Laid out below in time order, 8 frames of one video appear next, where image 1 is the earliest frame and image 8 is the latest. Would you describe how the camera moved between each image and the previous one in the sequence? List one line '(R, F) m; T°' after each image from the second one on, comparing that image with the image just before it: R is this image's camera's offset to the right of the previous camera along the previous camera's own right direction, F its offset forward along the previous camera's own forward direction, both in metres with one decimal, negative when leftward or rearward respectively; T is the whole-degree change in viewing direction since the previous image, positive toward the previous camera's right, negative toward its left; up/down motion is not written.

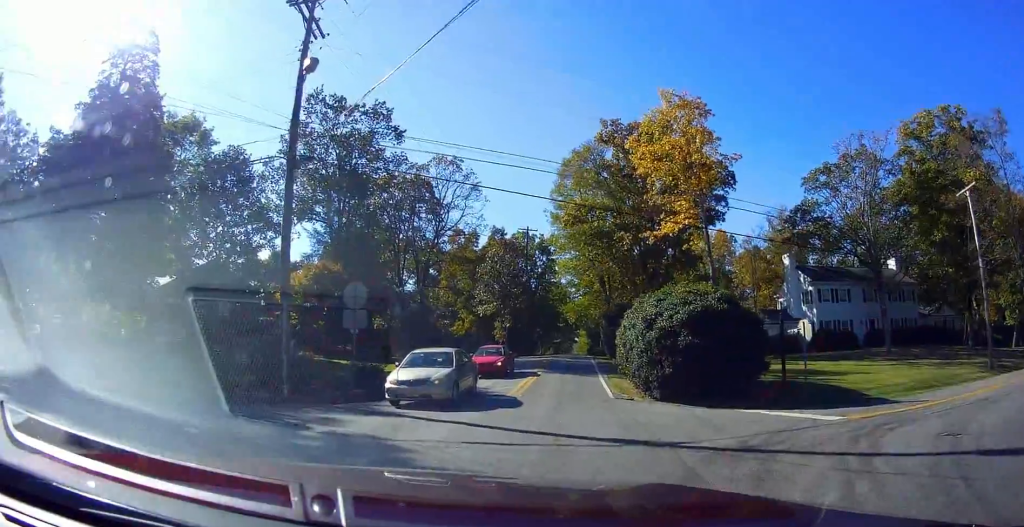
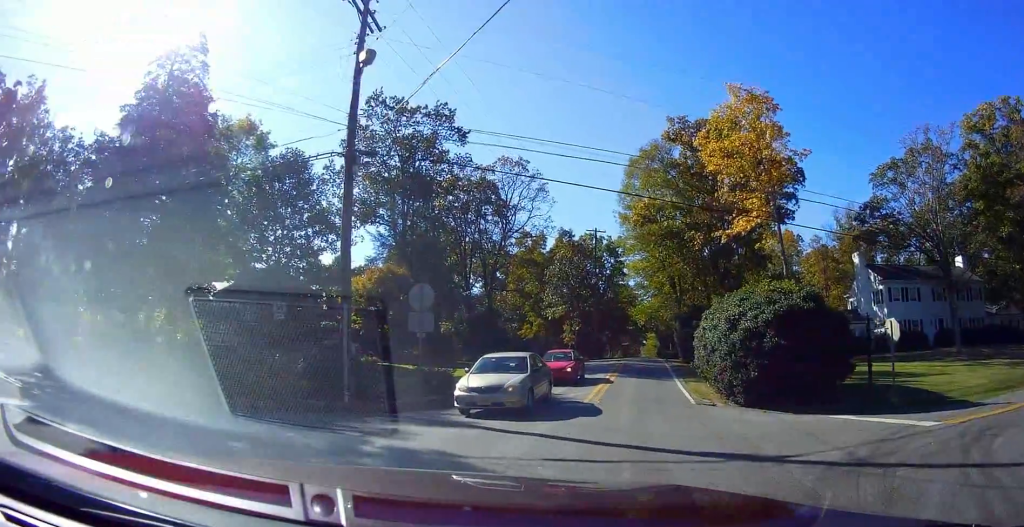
(-0.3, +2.0) m; -8°
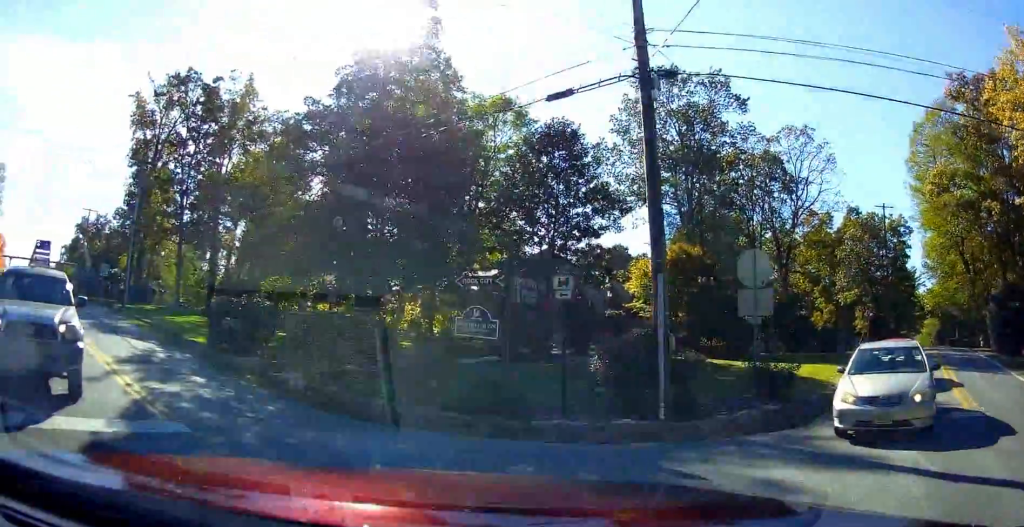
(-1.2, +6.5) m; -25°
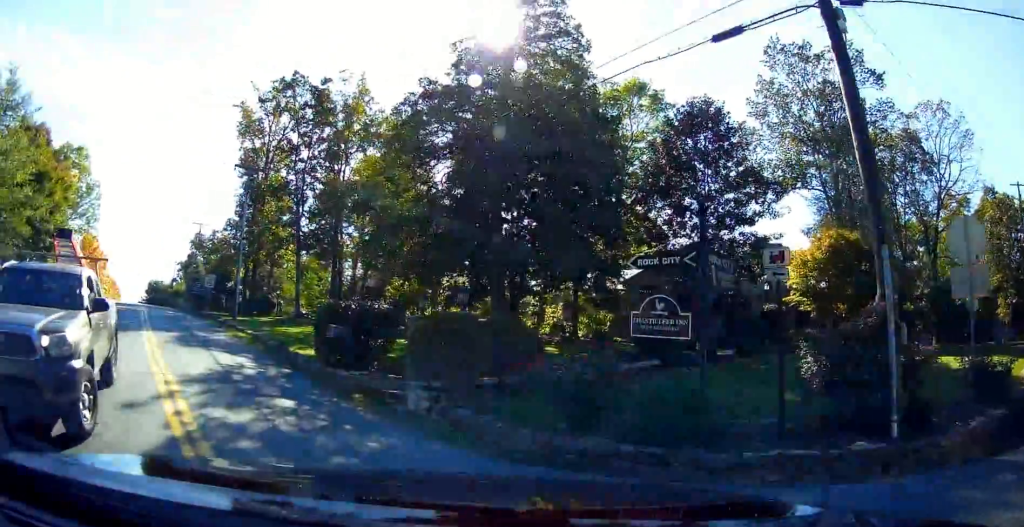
(-0.6, +3.0) m; -4°
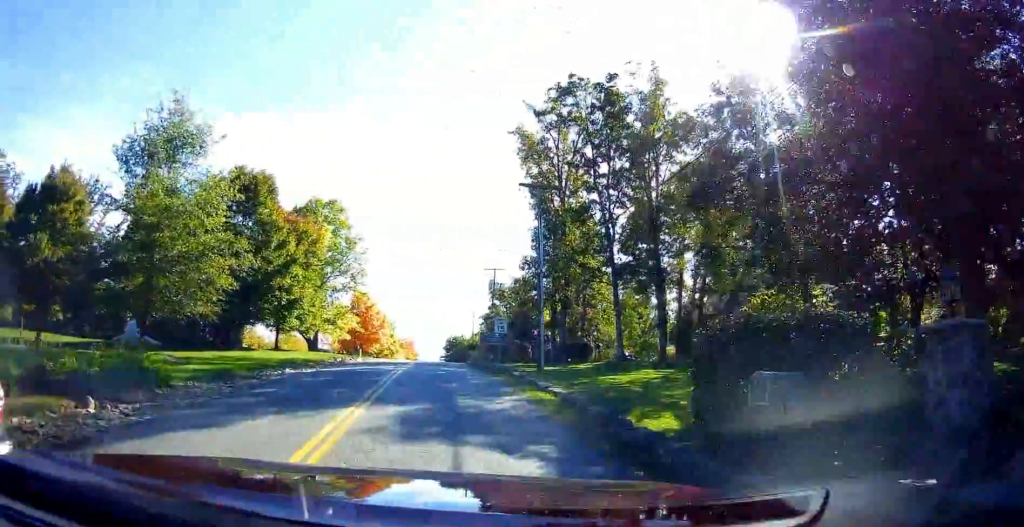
(-0.5, +8.9) m; -8°
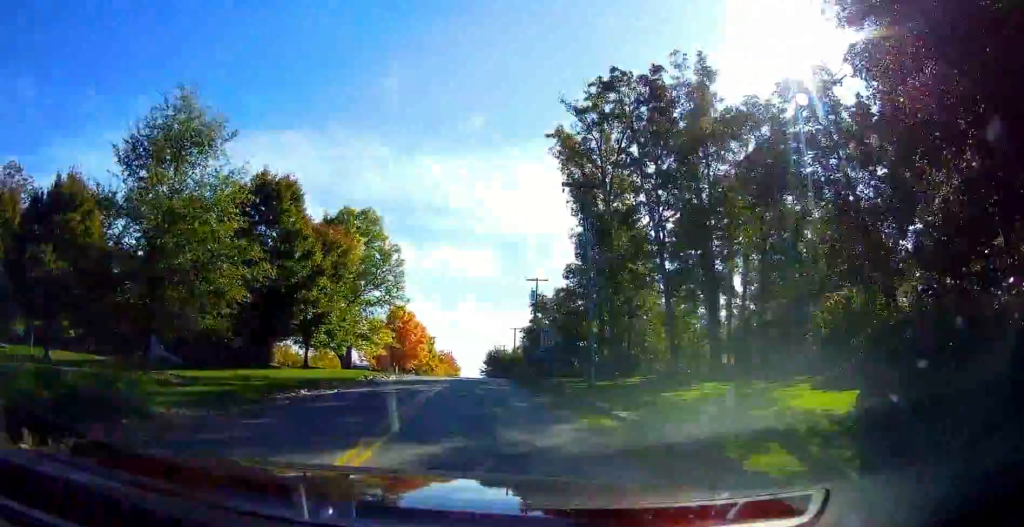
(-0.2, +3.0) m; -4°
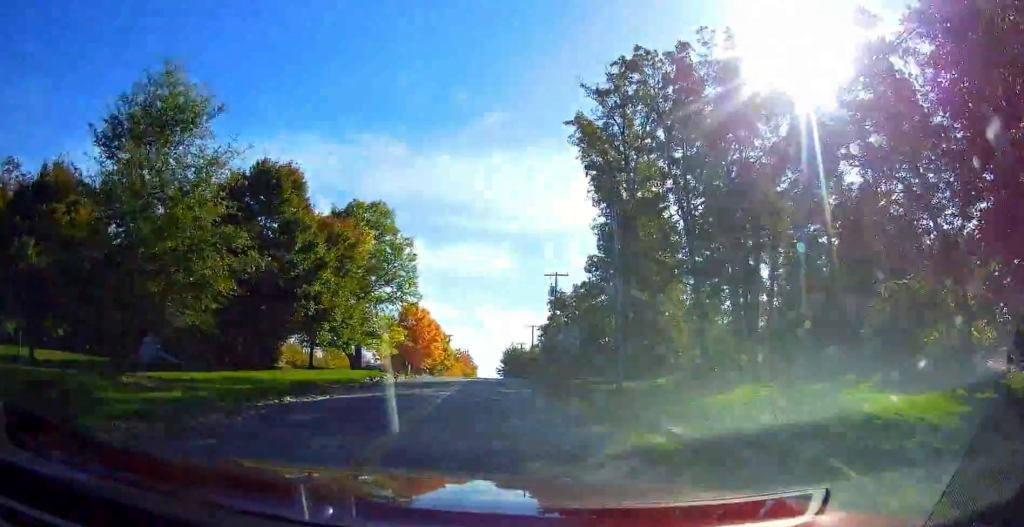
(0.0, +2.8) m; -1°
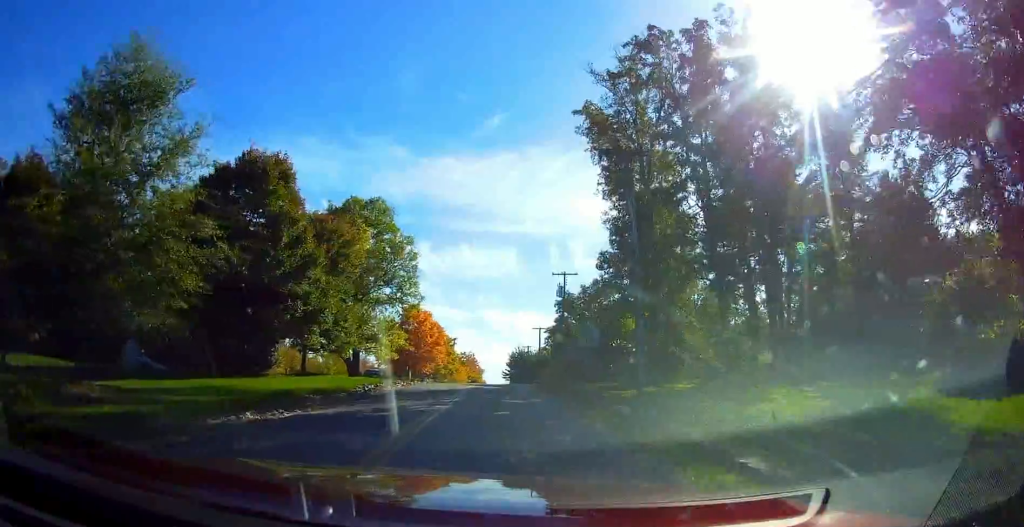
(0.0, +3.0) m; 0°
